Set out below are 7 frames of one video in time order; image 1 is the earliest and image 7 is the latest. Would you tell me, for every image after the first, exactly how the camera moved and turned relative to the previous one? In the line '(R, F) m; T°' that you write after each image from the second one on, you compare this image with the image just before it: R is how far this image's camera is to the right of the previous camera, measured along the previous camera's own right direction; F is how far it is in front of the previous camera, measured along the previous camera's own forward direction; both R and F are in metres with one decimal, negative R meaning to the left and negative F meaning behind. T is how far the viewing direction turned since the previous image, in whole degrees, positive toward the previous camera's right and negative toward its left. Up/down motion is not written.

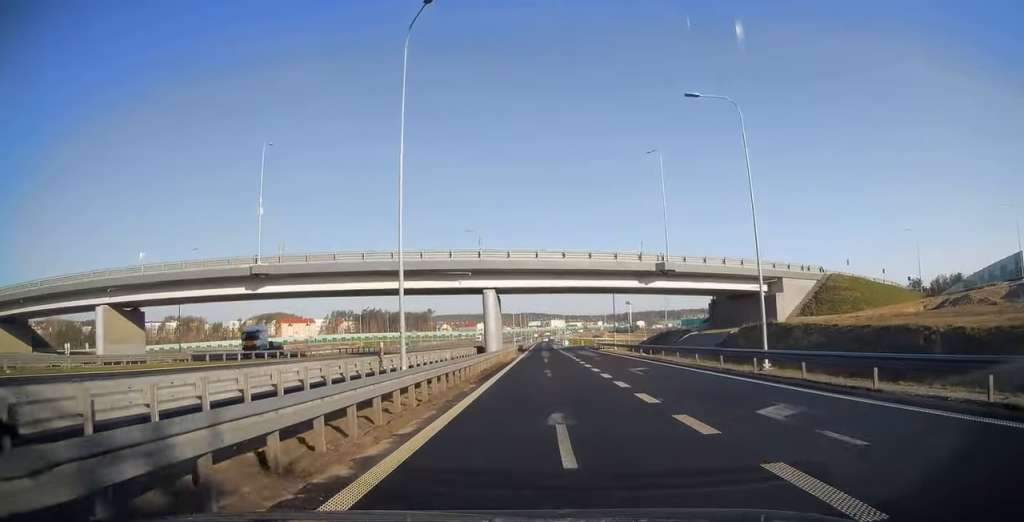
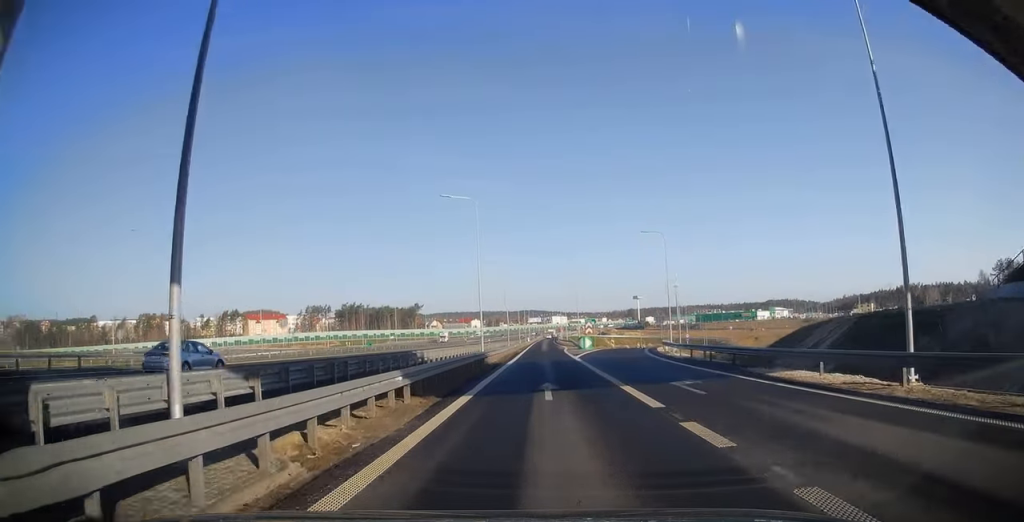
(-0.3, +52.9) m; 0°
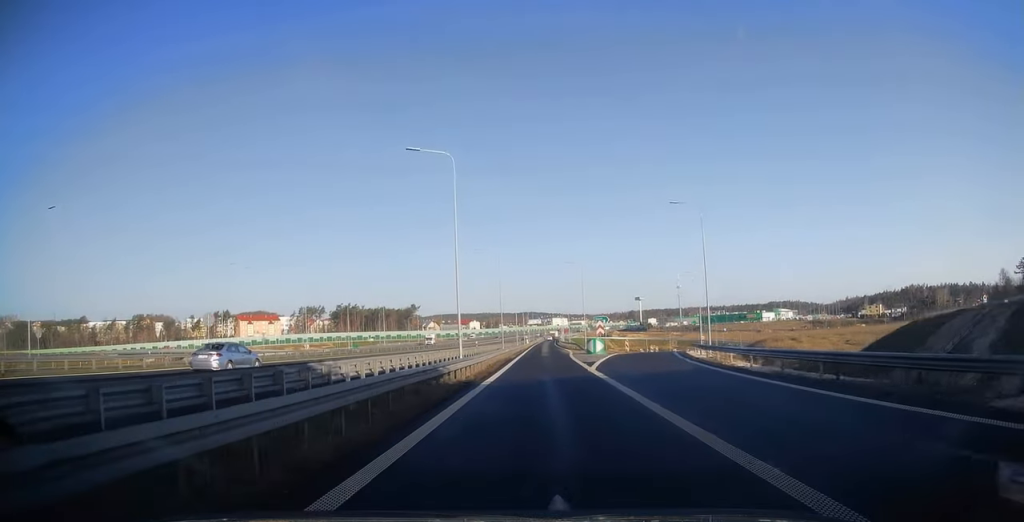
(+0.2, +12.1) m; 0°
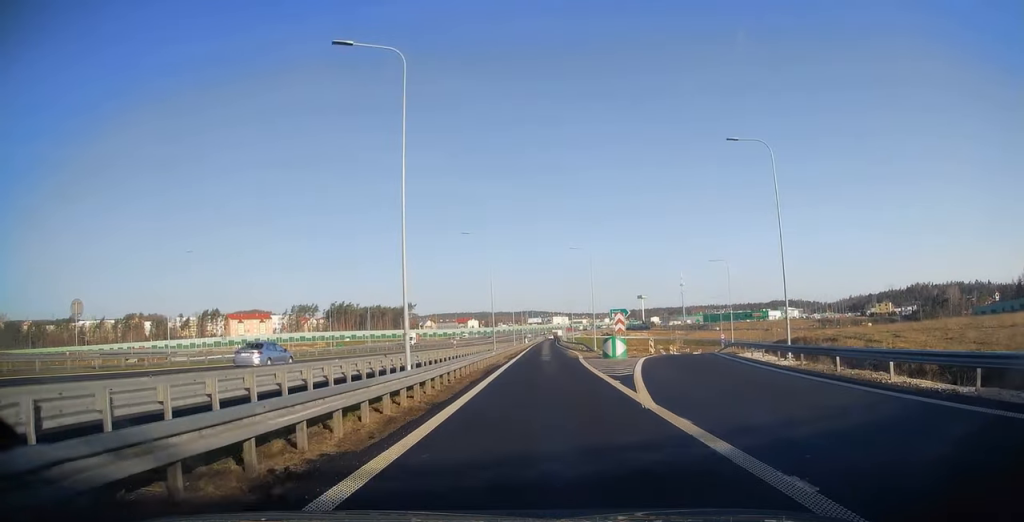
(+0.1, +13.2) m; 0°
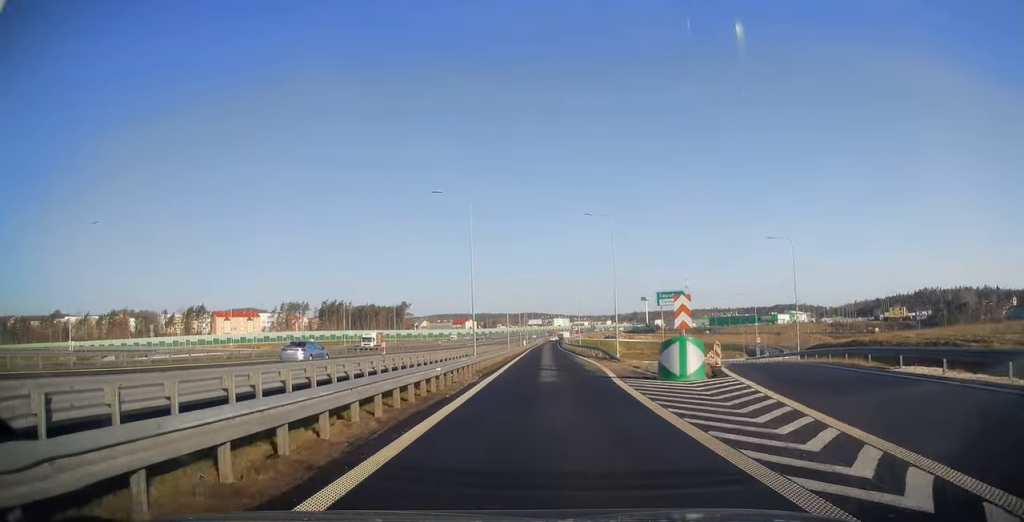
(-0.2, +17.7) m; 0°
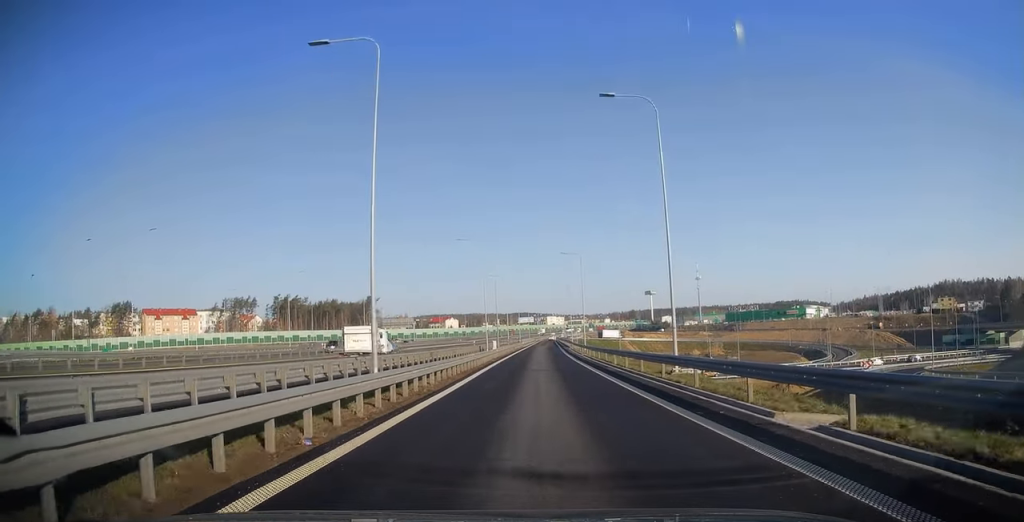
(+0.2, +64.2) m; +1°
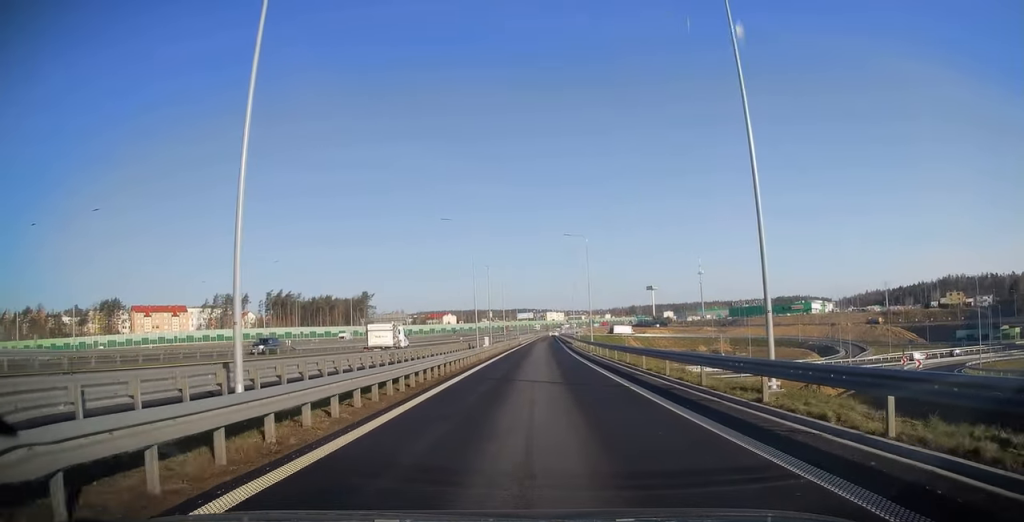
(+0.1, +9.0) m; 0°
